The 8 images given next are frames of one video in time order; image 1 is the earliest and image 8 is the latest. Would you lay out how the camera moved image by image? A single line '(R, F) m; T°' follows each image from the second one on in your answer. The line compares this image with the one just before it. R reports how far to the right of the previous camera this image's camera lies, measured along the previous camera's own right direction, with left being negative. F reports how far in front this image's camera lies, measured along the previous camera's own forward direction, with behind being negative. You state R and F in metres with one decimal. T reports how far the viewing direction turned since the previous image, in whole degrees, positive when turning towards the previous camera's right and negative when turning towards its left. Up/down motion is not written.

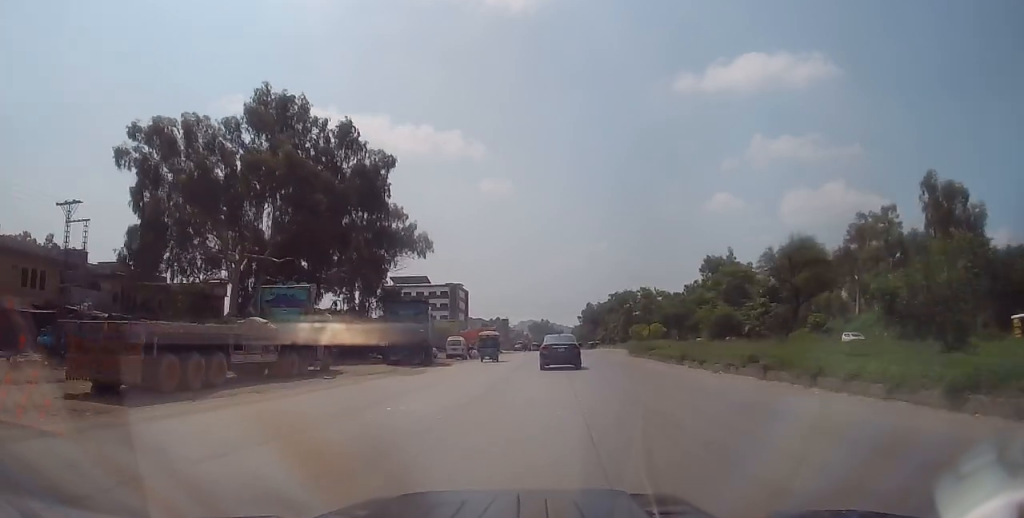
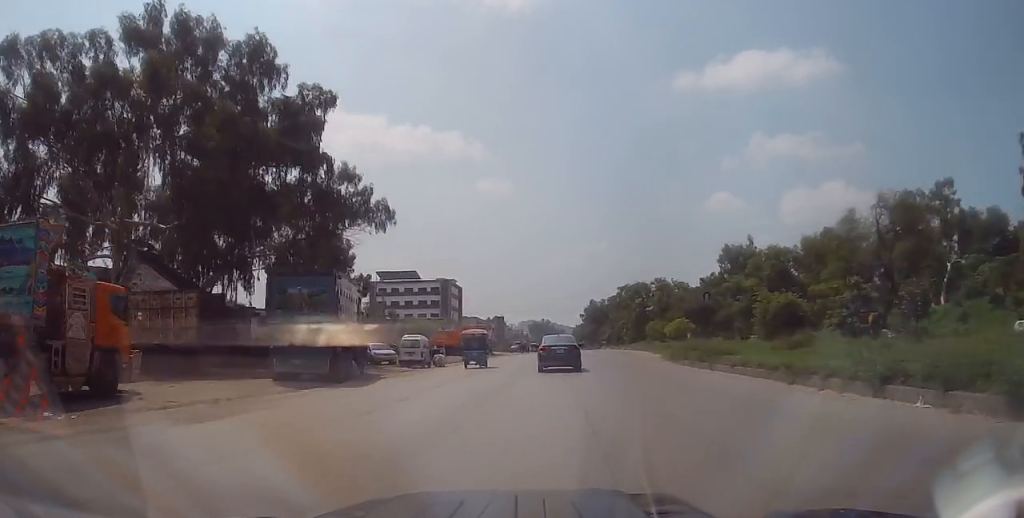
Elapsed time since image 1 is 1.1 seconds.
(+0.1, +15.9) m; +1°
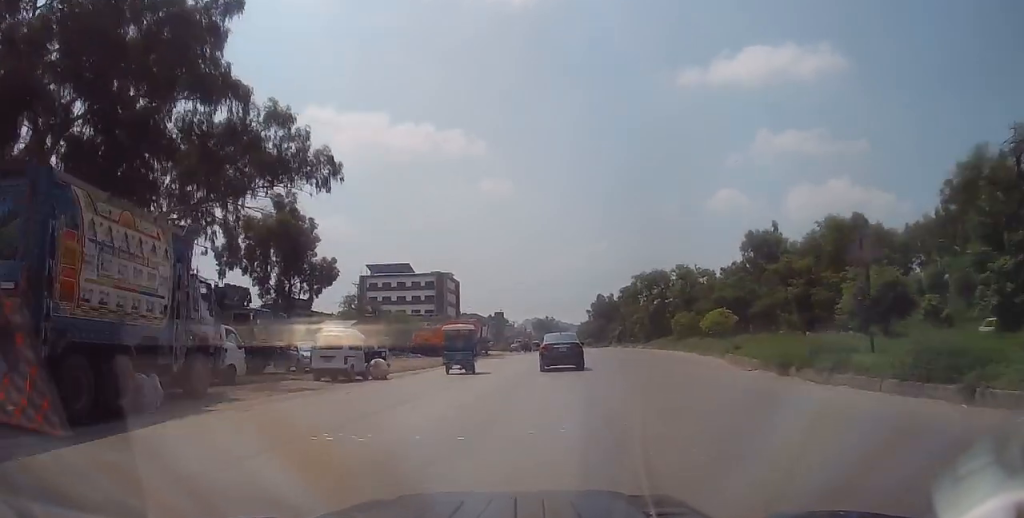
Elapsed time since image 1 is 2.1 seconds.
(0.0, +13.4) m; 0°
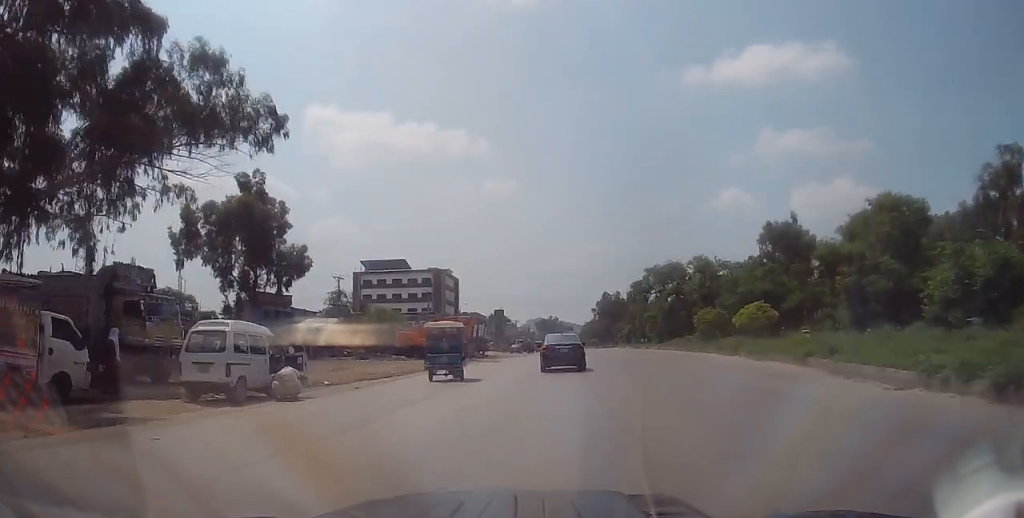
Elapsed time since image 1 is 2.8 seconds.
(0.0, +8.2) m; -1°
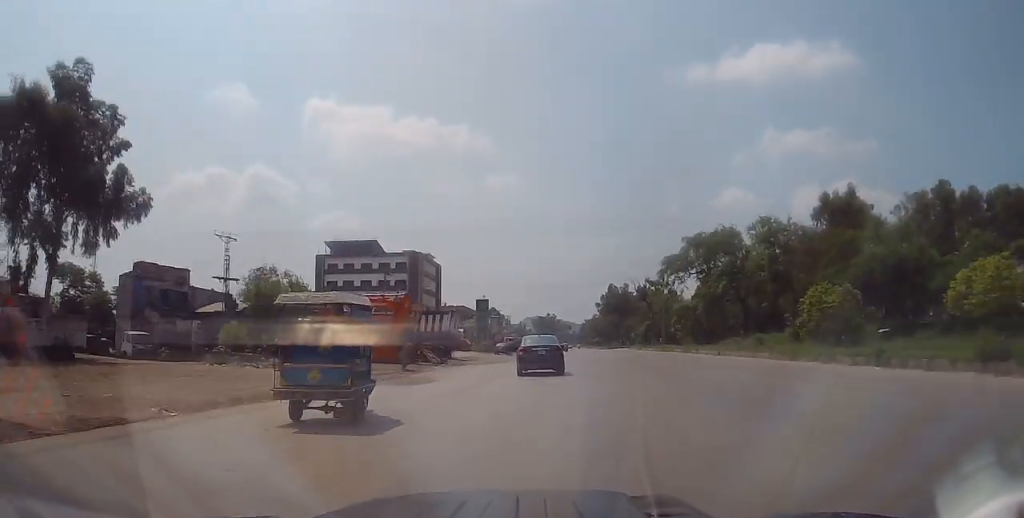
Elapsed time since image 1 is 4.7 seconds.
(-0.6, +23.9) m; -1°
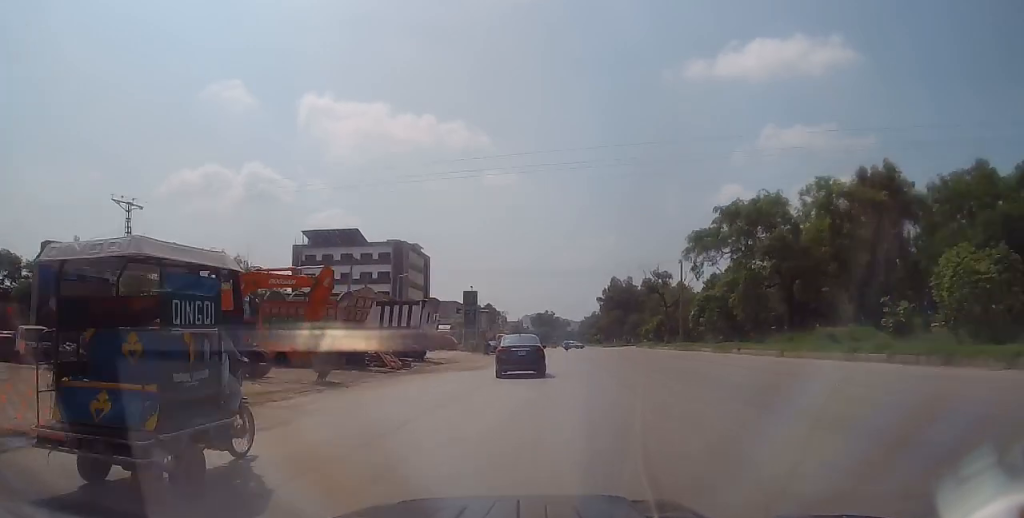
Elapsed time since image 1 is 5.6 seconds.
(+0.3, +11.5) m; +1°
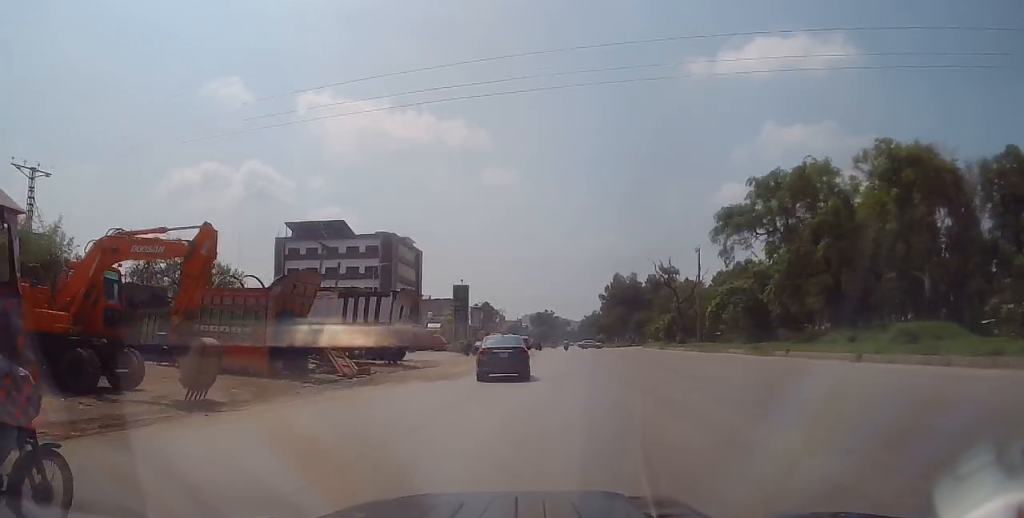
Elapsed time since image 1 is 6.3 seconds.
(0.0, +8.0) m; -1°
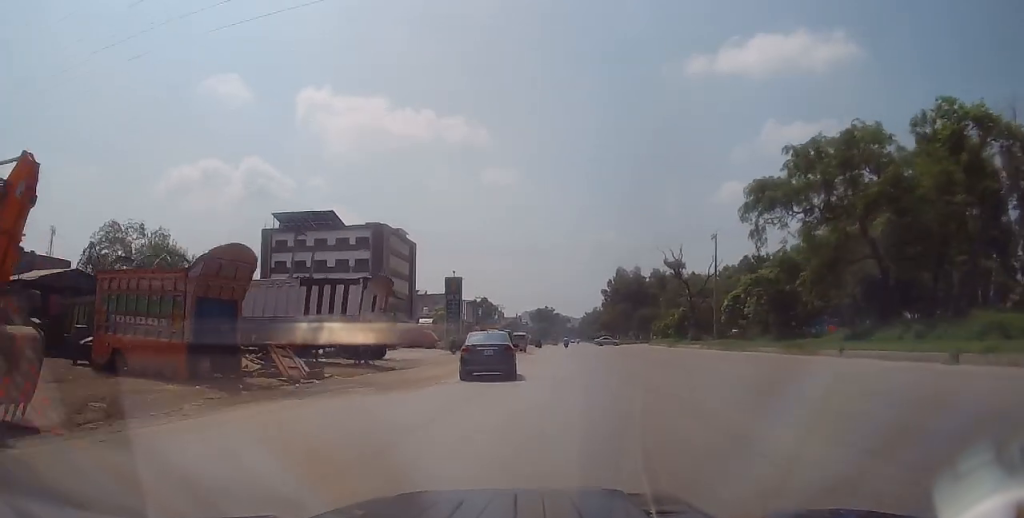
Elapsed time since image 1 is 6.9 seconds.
(0.0, +5.6) m; 0°
